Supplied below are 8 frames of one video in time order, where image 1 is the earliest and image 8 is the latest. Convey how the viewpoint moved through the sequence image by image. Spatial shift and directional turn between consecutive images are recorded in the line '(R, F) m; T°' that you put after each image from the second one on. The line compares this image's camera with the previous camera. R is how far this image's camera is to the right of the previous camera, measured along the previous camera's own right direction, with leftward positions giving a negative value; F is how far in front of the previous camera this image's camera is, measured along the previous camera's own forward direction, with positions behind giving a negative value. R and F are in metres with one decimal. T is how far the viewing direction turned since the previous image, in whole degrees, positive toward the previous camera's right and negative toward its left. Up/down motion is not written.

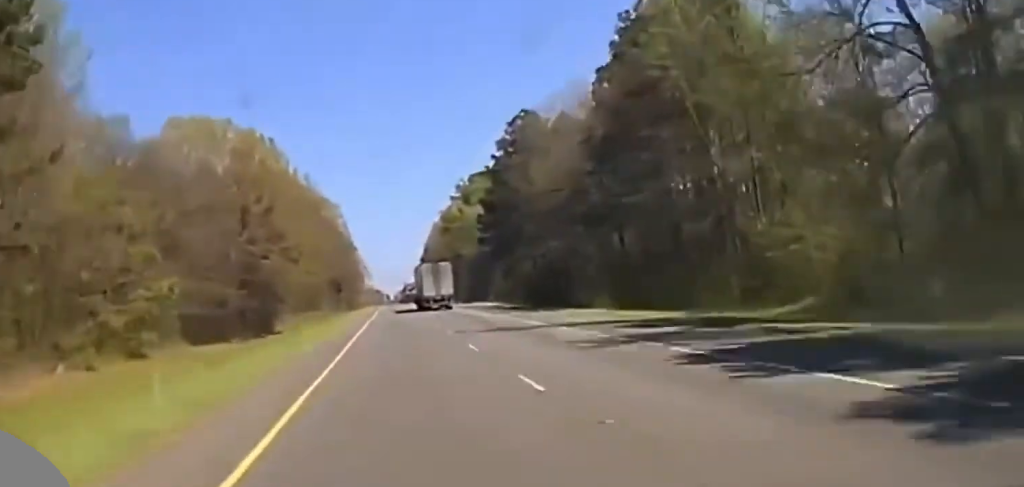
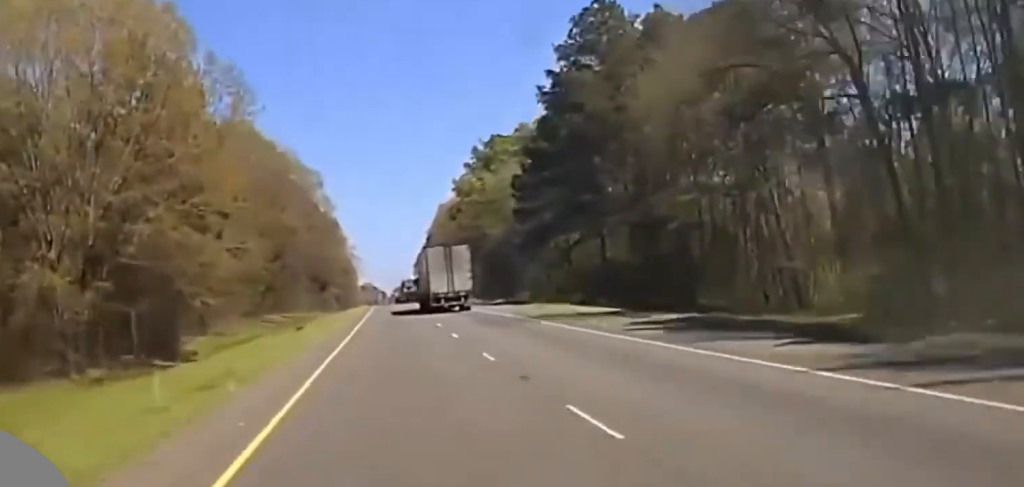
(-0.2, +51.0) m; 0°
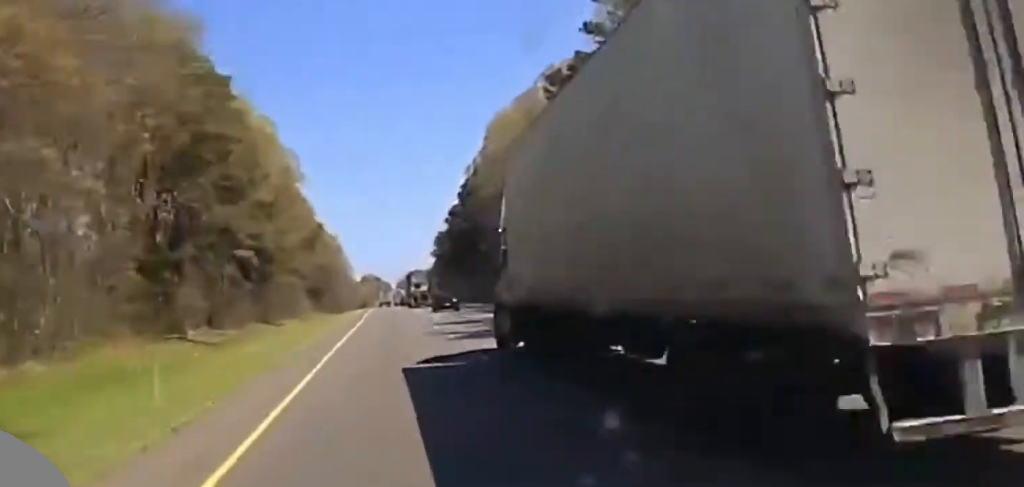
(+0.6, +135.8) m; 0°
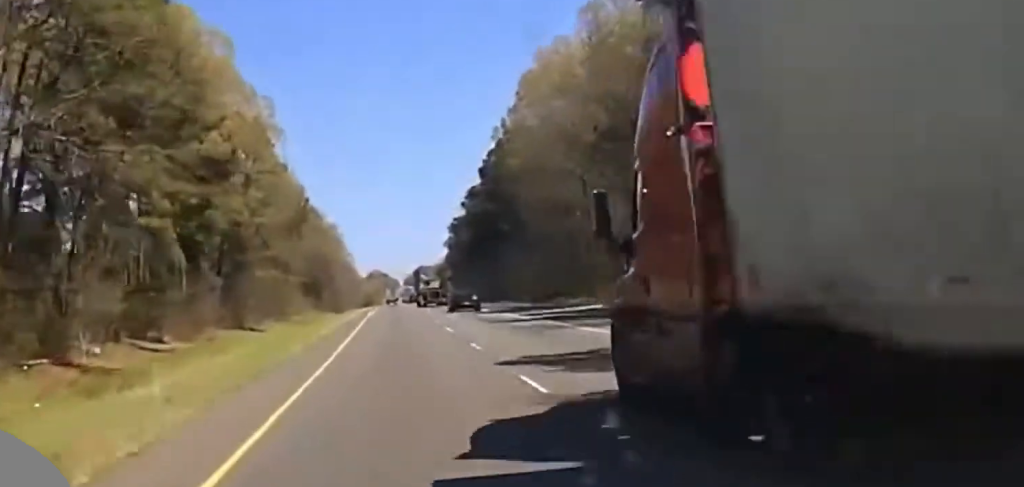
(-0.2, +32.4) m; 0°
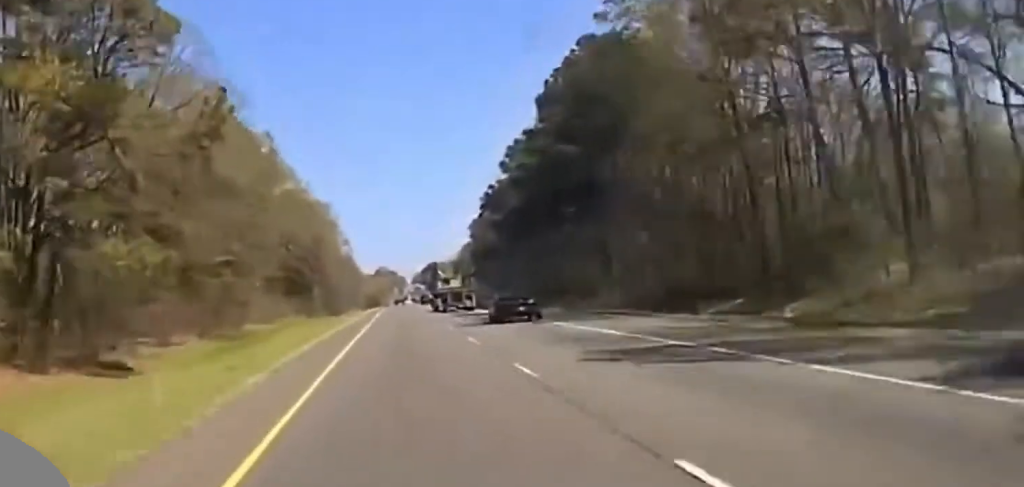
(+0.1, +58.1) m; 0°
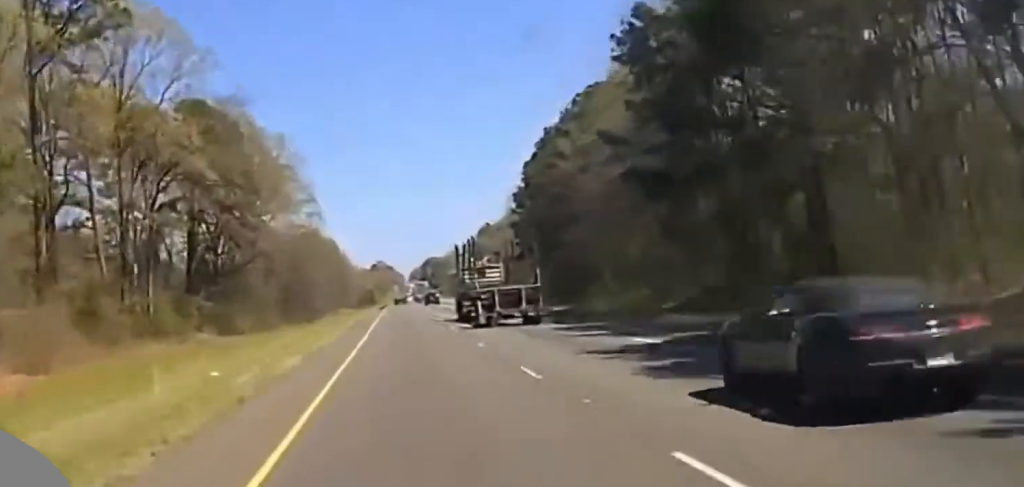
(-0.7, +88.9) m; 0°
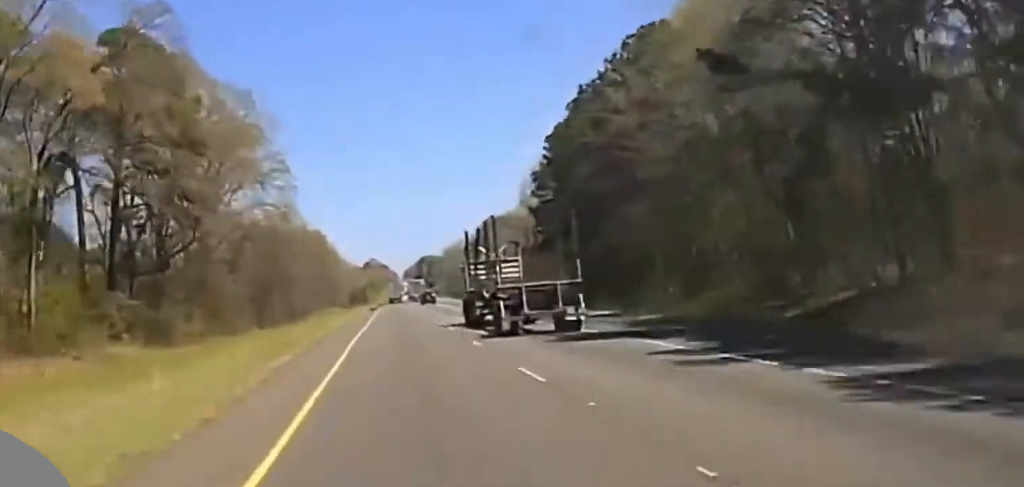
(0.0, +23.4) m; 0°
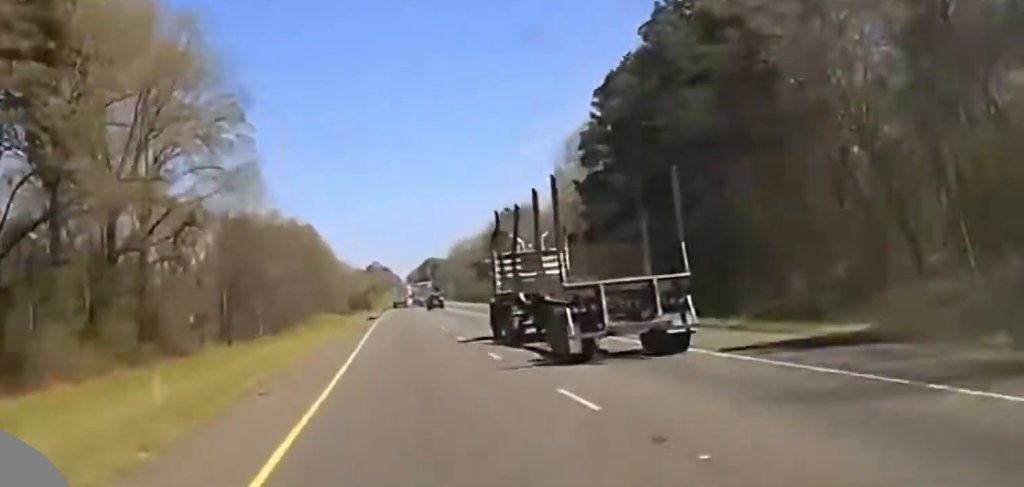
(+0.2, +26.7) m; 0°
